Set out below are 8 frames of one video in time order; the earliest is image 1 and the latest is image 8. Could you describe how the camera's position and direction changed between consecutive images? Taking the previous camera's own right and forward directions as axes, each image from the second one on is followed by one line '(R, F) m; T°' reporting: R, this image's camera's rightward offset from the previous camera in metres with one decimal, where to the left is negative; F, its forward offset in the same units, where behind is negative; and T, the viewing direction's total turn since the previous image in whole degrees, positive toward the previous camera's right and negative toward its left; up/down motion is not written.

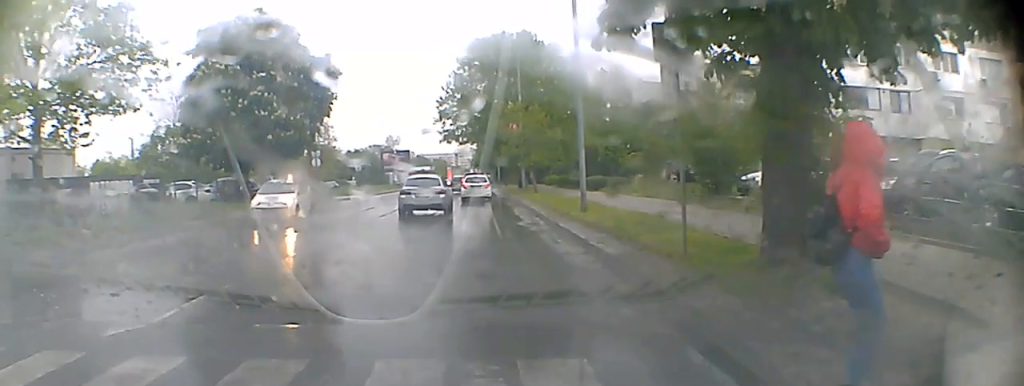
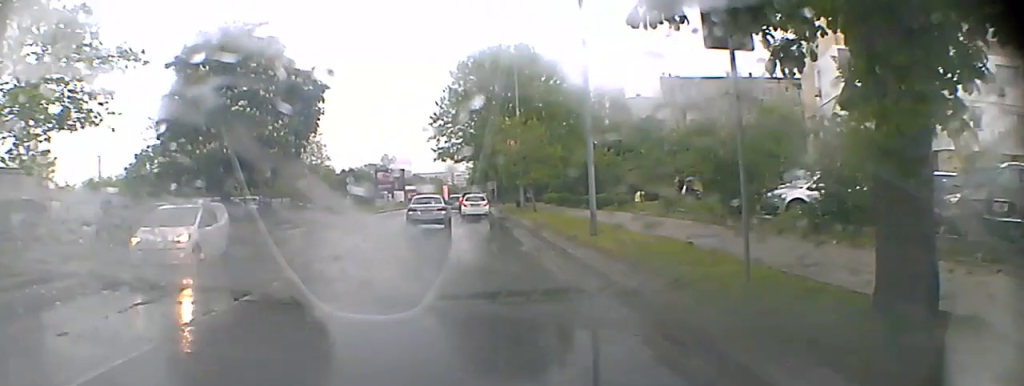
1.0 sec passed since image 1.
(-0.1, +5.0) m; -1°
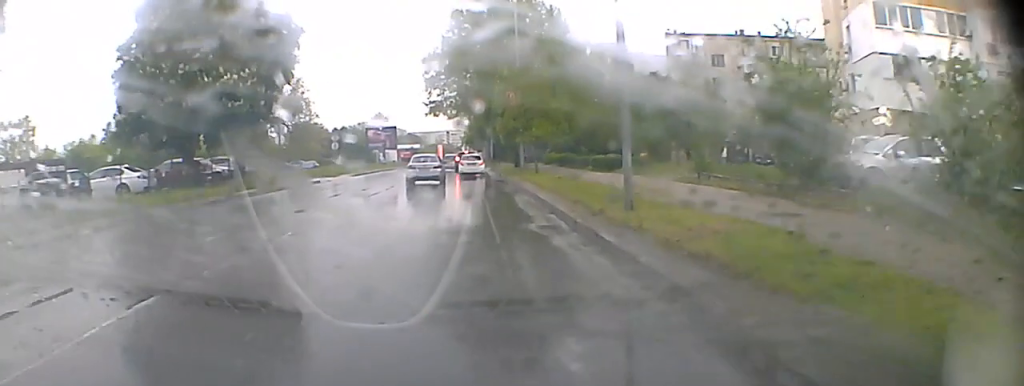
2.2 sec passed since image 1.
(0.0, +6.8) m; 0°
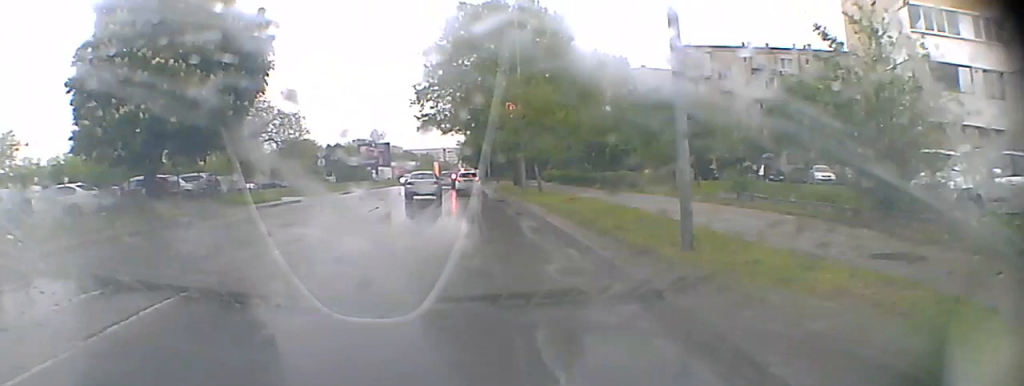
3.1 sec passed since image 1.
(0.0, +5.5) m; 0°
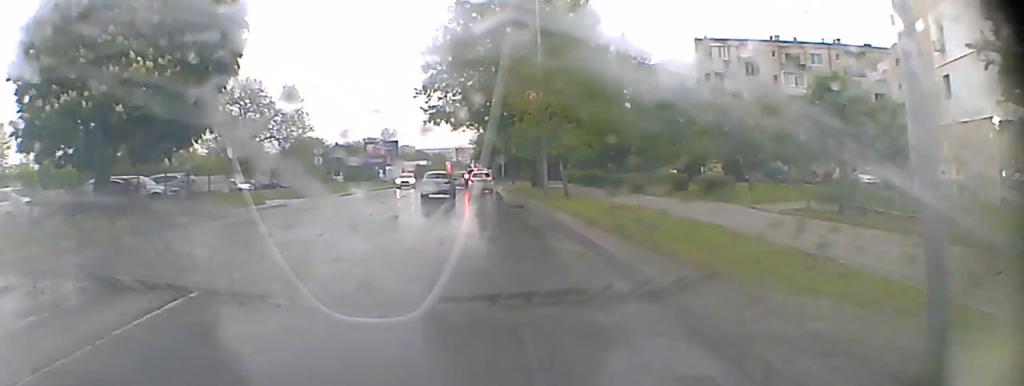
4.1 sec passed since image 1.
(0.0, +6.7) m; -2°
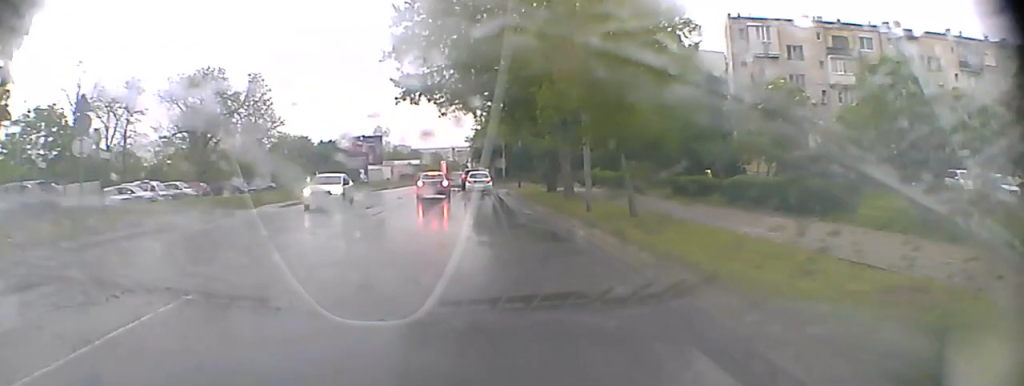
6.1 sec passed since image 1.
(-0.4, +15.0) m; -2°
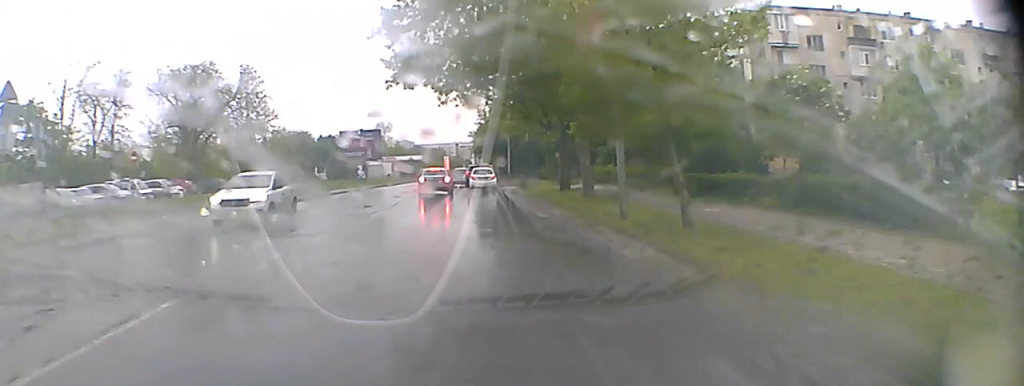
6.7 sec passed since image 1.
(0.0, +4.4) m; 0°
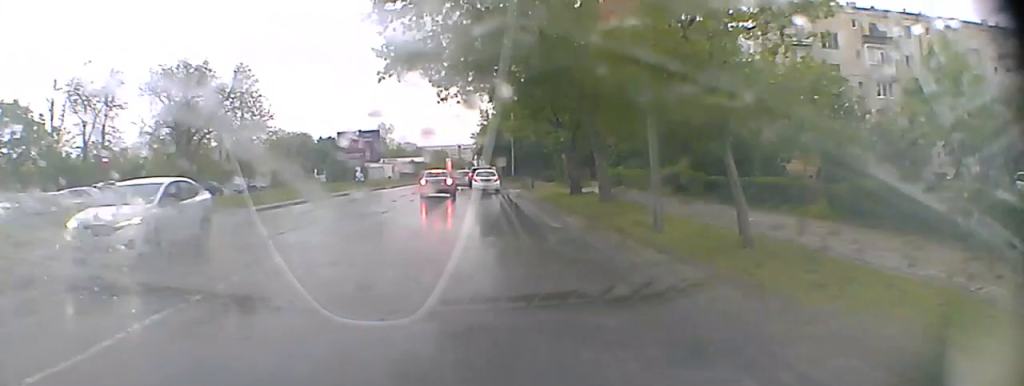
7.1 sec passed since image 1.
(0.0, +3.0) m; 0°
